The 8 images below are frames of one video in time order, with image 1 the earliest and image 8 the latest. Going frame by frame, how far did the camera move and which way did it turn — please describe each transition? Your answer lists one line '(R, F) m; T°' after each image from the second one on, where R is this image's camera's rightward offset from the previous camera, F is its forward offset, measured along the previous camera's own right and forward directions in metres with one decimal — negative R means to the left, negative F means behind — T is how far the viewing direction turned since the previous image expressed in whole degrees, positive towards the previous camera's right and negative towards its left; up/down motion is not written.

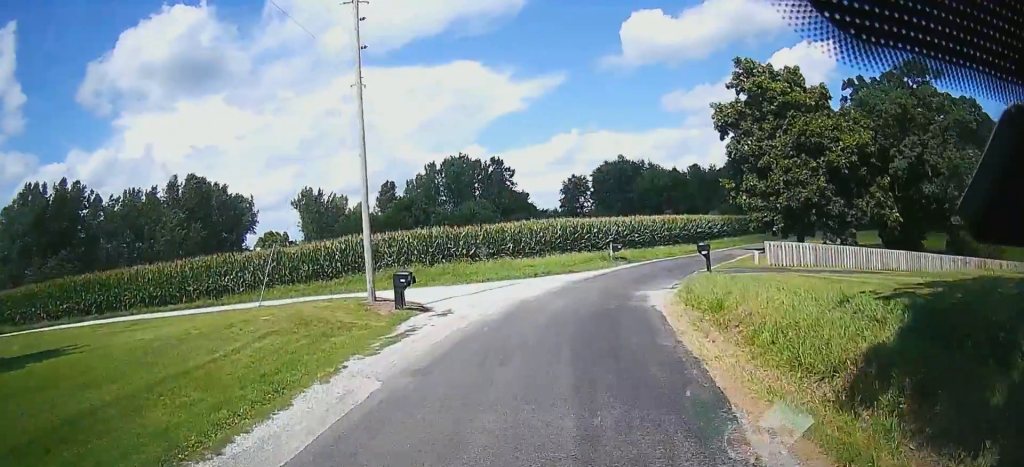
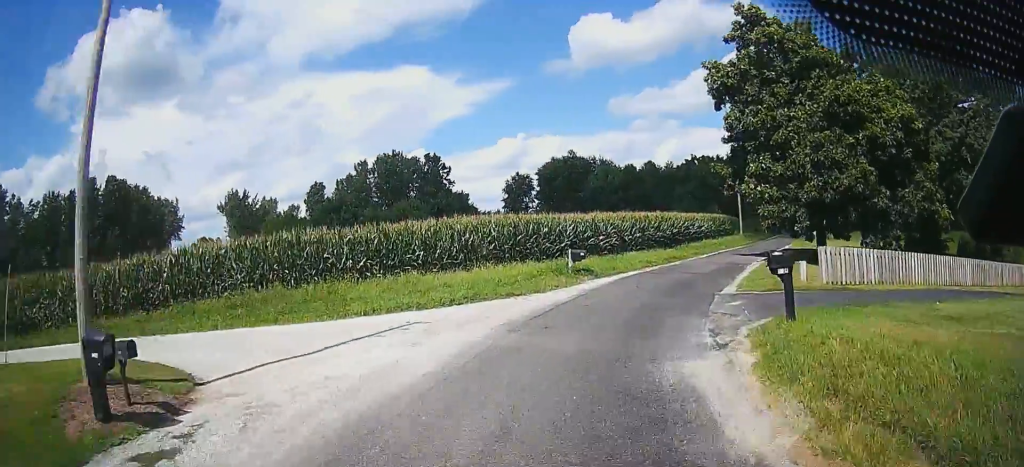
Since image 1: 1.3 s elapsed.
(+0.1, +15.0) m; +7°
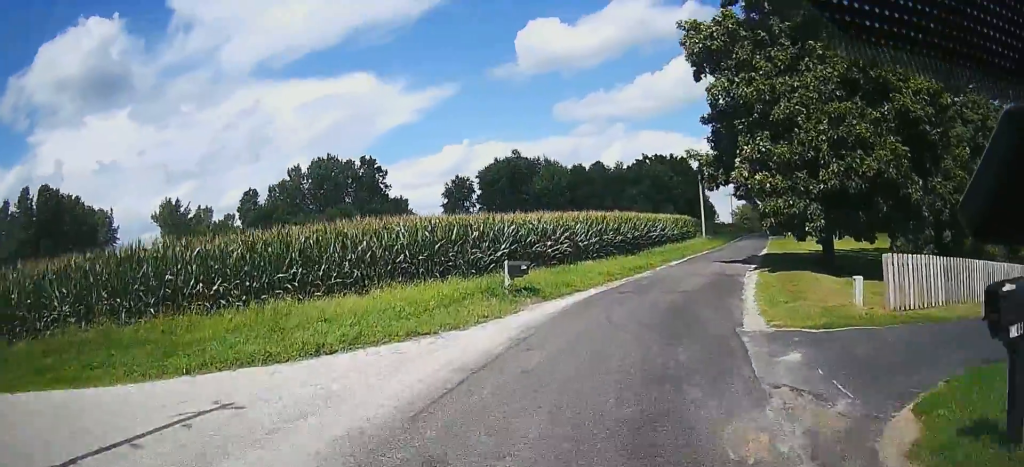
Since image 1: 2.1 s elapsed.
(+0.9, +8.1) m; +8°
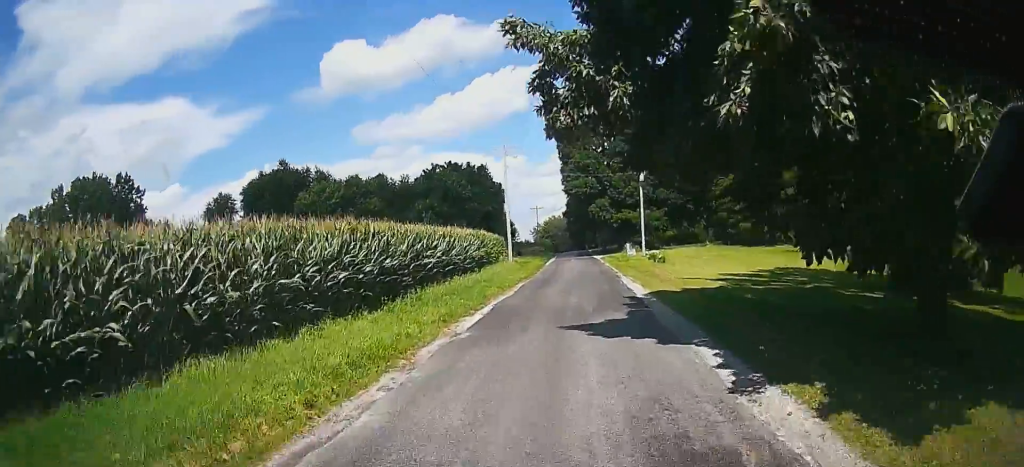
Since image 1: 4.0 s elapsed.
(+1.8, +20.2) m; +6°
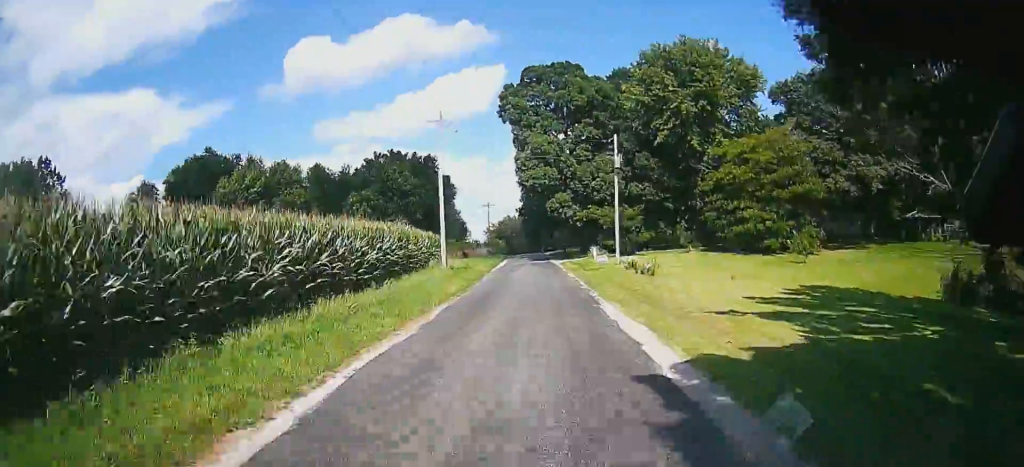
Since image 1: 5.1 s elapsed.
(+0.1, +11.1) m; +3°
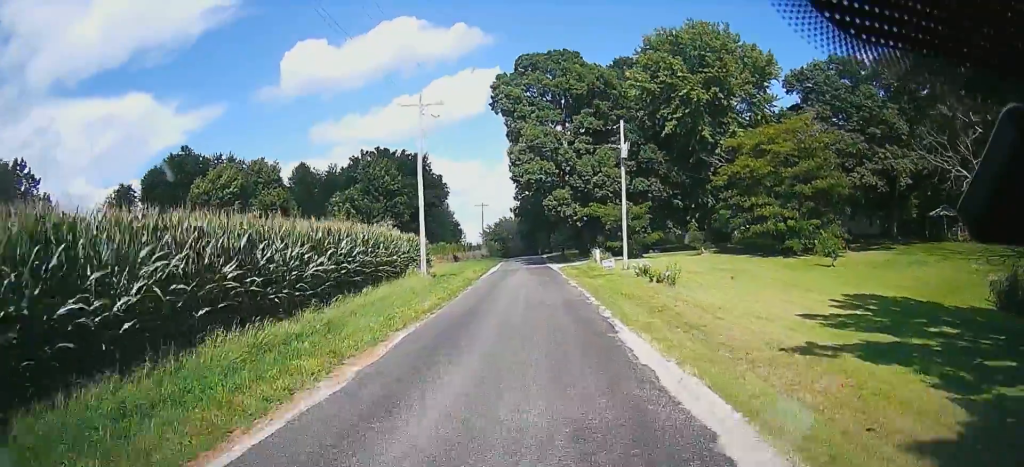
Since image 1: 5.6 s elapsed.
(-0.1, +4.9) m; +2°
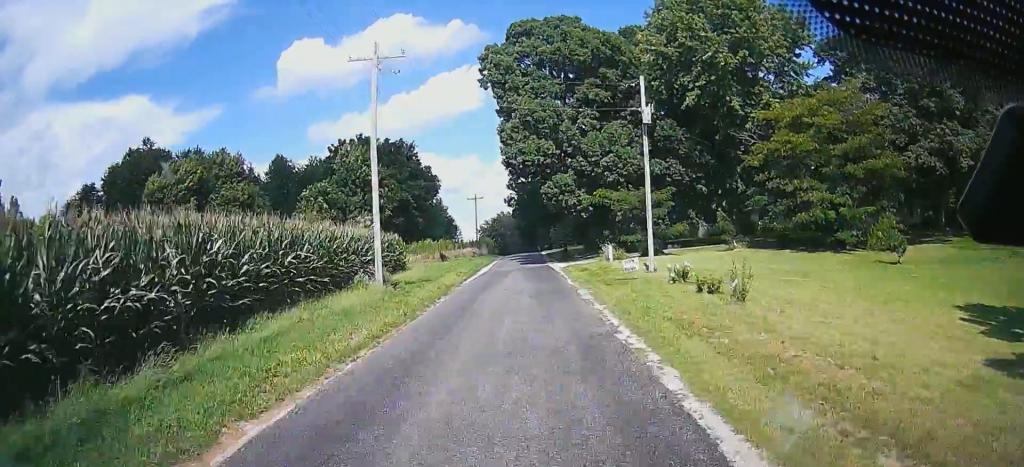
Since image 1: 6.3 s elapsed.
(+0.5, +8.1) m; +4°
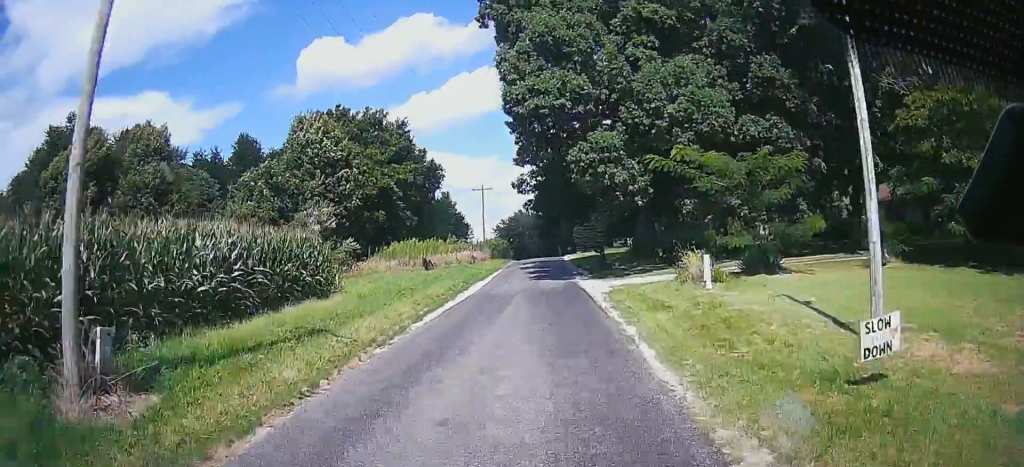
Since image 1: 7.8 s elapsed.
(+0.7, +16.9) m; +3°
